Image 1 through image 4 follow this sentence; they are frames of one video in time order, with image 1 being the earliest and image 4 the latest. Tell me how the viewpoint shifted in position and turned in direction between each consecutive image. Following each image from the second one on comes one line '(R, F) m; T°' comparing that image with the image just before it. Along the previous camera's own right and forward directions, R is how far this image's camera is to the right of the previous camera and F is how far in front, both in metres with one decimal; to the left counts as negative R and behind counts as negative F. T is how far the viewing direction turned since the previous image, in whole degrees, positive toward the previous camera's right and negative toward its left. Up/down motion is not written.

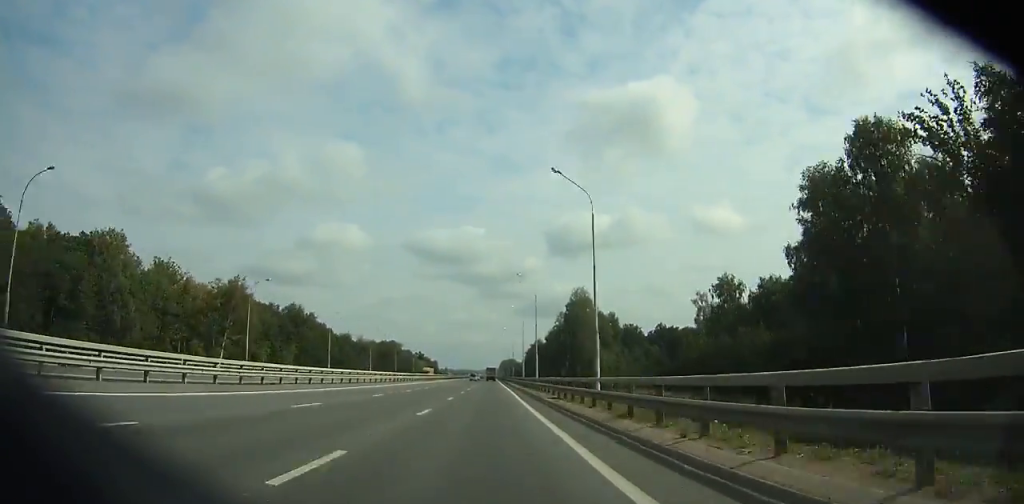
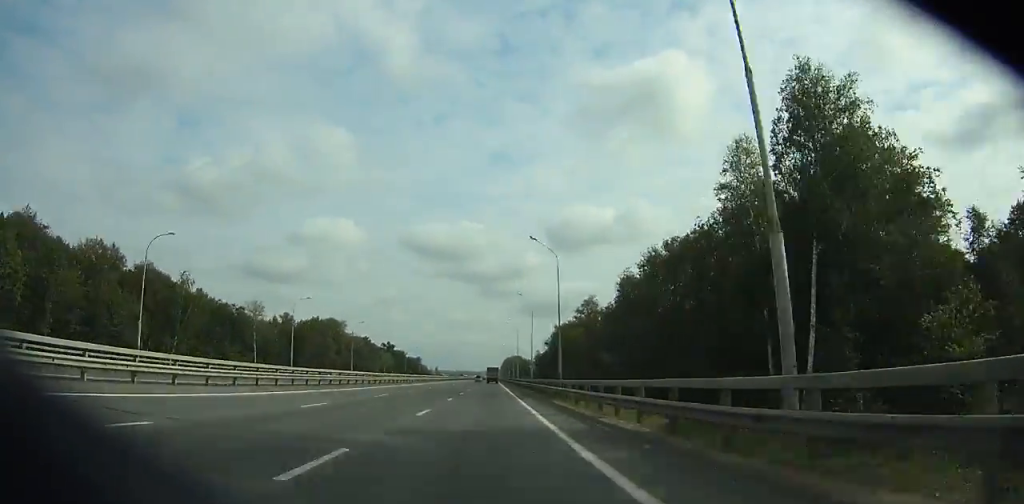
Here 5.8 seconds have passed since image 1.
(-0.6, +148.1) m; +1°
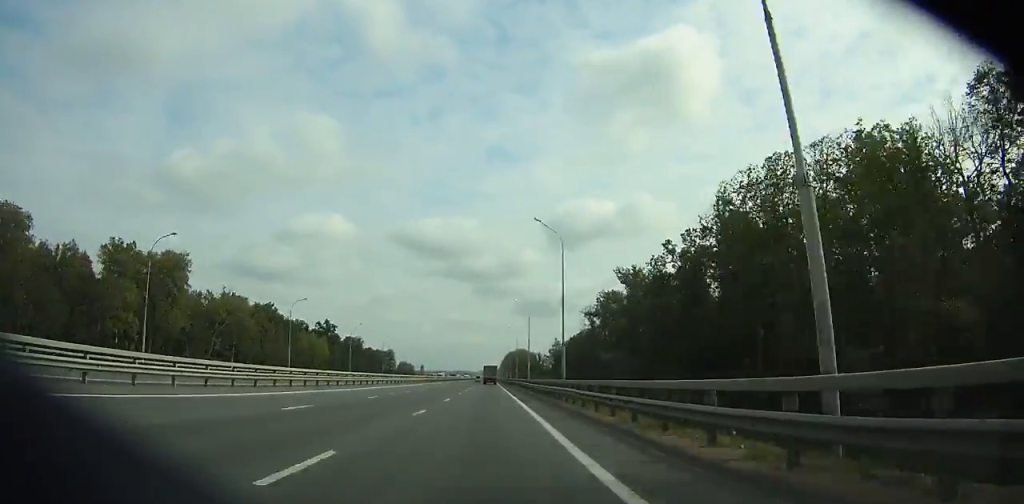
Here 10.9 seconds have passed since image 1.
(-1.0, +127.0) m; -2°
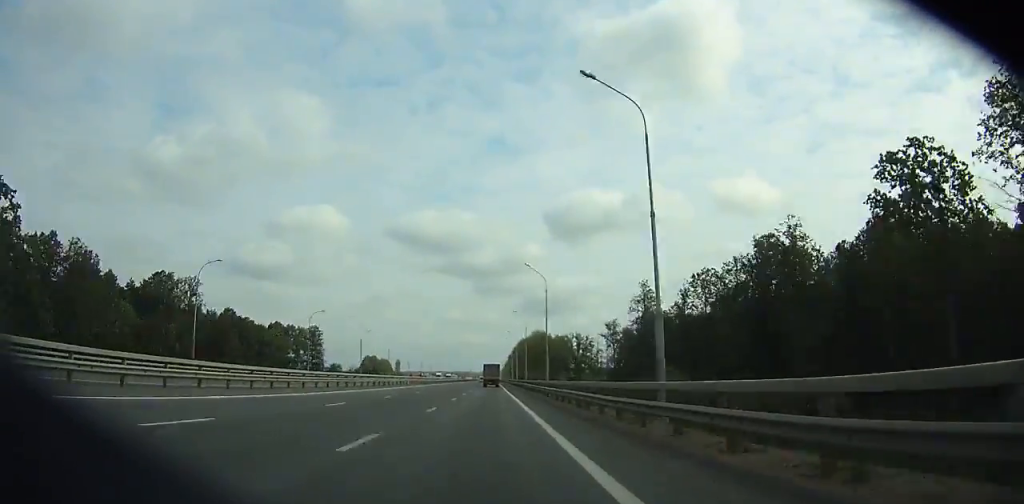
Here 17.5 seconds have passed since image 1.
(+4.3, +157.4) m; +1°
